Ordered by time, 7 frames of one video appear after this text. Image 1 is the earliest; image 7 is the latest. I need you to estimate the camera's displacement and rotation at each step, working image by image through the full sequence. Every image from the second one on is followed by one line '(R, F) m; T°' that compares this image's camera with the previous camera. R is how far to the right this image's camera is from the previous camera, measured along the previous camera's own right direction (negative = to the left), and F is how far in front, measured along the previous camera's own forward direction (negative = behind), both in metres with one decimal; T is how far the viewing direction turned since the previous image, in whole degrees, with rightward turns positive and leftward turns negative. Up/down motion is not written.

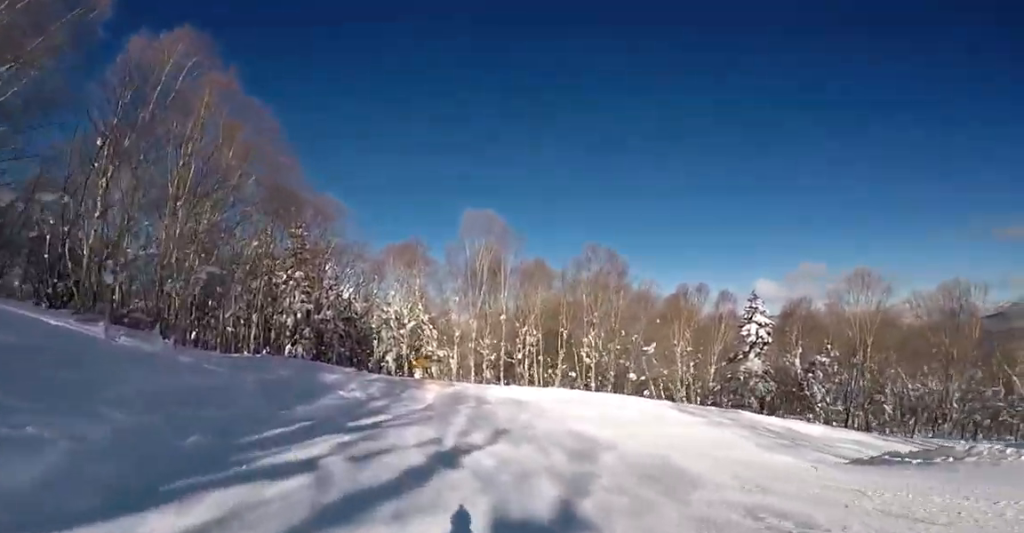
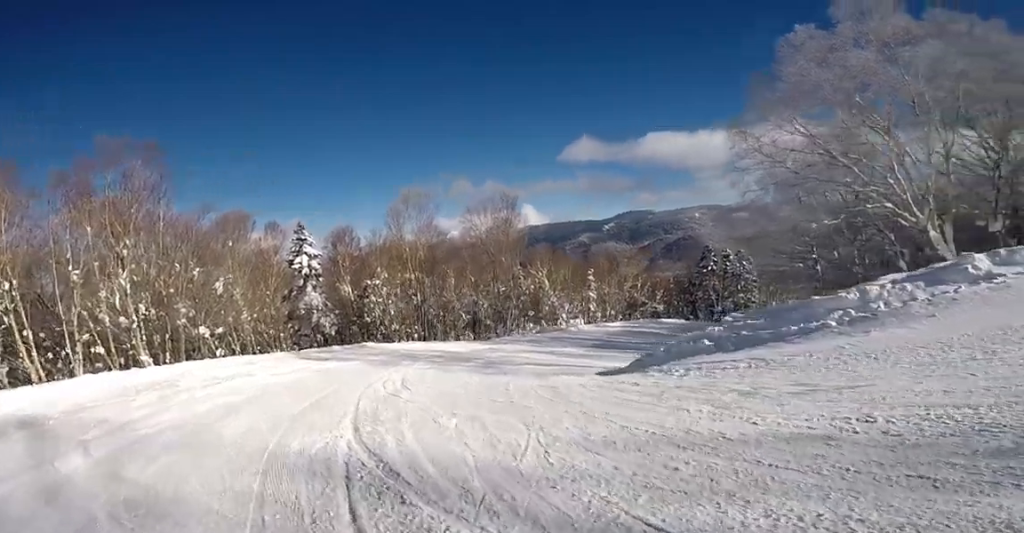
(+3.3, +8.3) m; +46°
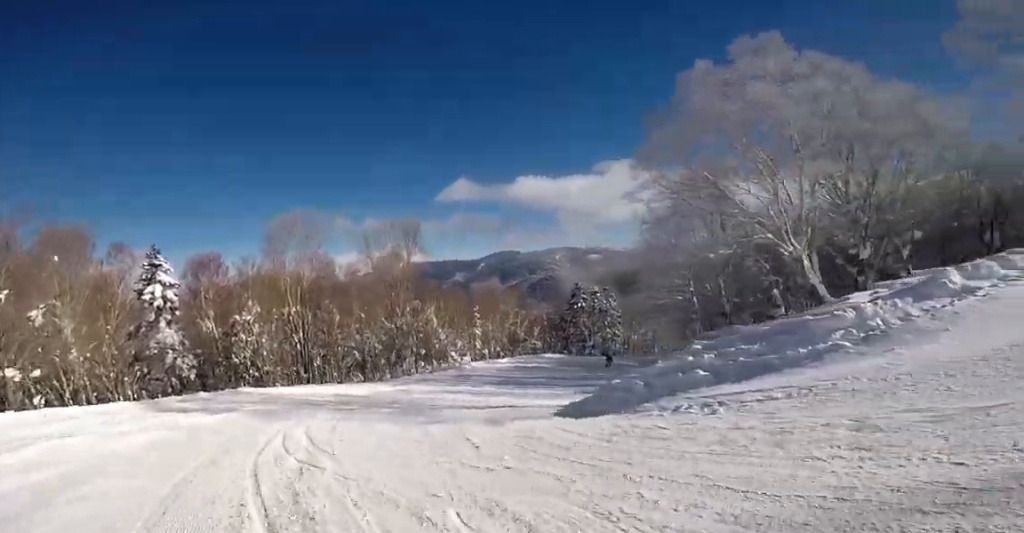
(0.0, +3.1) m; +16°
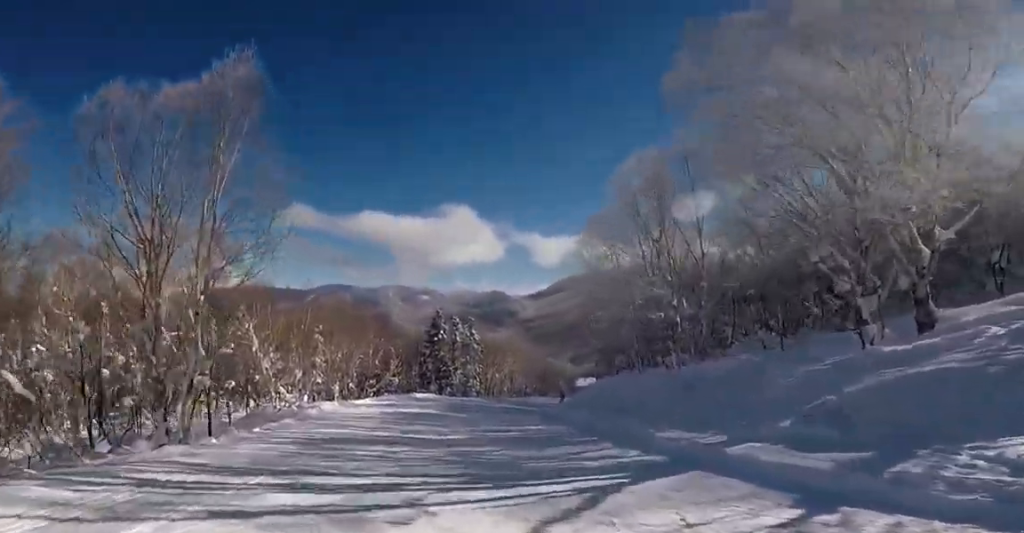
(+6.1, +15.2) m; +30°
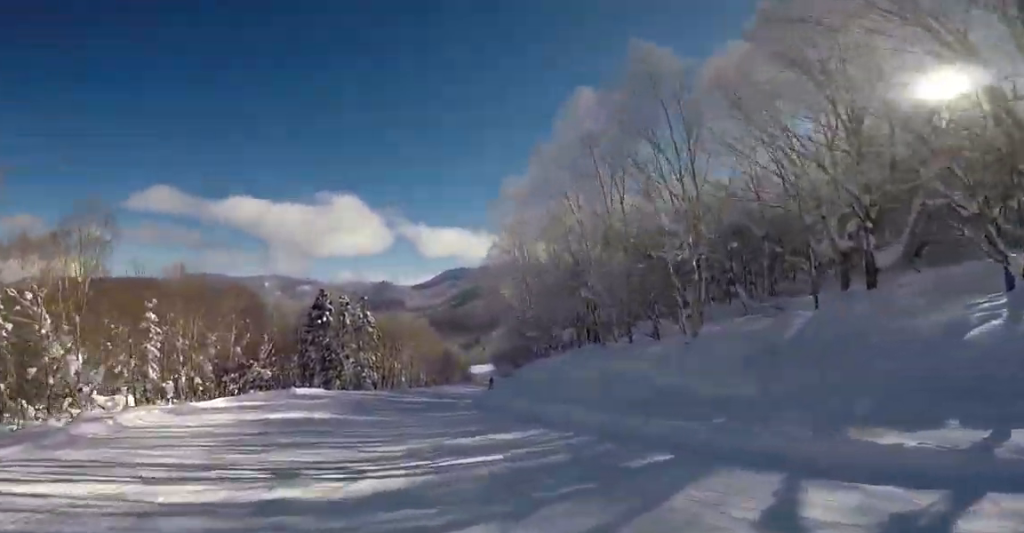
(+0.8, +9.5) m; +5°
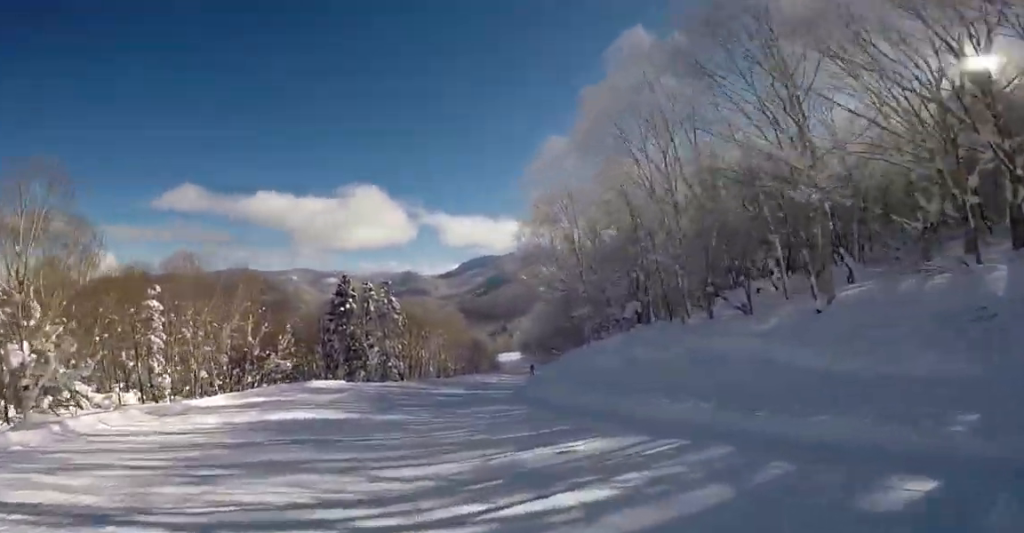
(0.0, +4.1) m; 0°
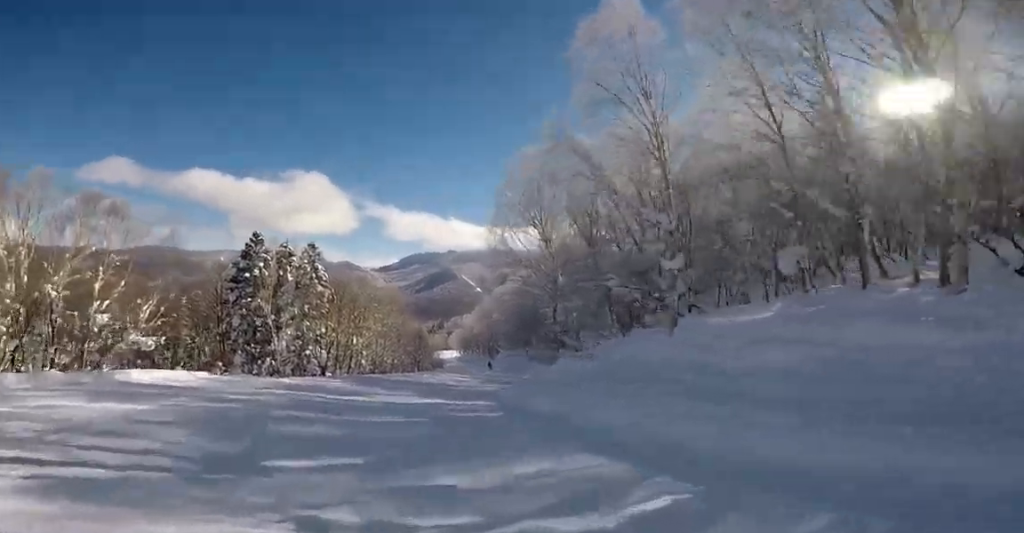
(+0.1, +11.4) m; +6°
